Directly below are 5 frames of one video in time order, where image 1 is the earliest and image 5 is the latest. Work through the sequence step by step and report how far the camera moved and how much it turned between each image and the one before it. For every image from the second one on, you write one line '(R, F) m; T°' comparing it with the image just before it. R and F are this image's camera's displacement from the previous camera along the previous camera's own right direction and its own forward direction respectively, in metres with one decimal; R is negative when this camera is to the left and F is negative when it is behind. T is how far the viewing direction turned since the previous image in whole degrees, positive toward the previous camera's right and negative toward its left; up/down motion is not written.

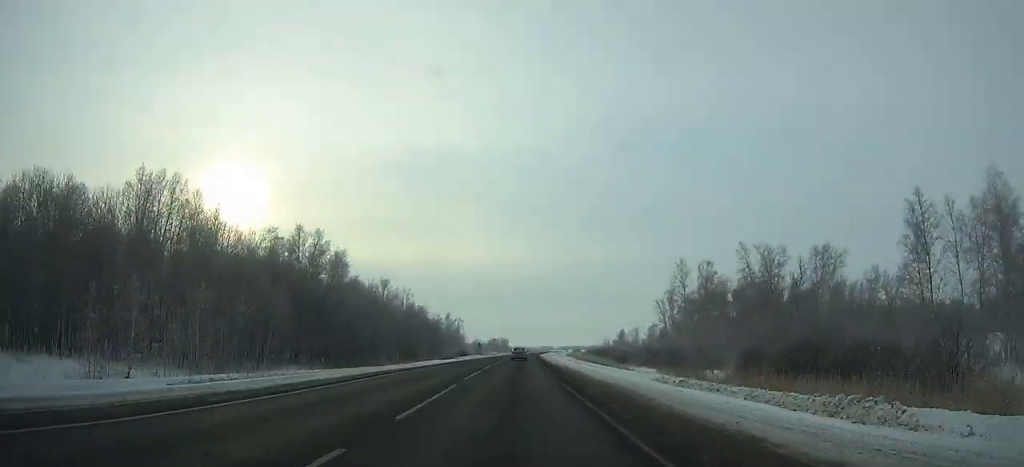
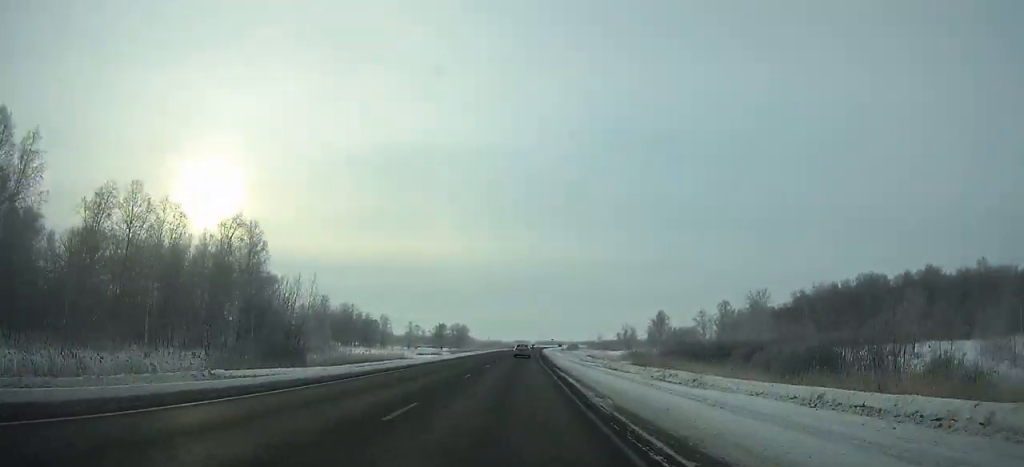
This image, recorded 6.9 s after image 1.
(+3.3, +168.4) m; +2°
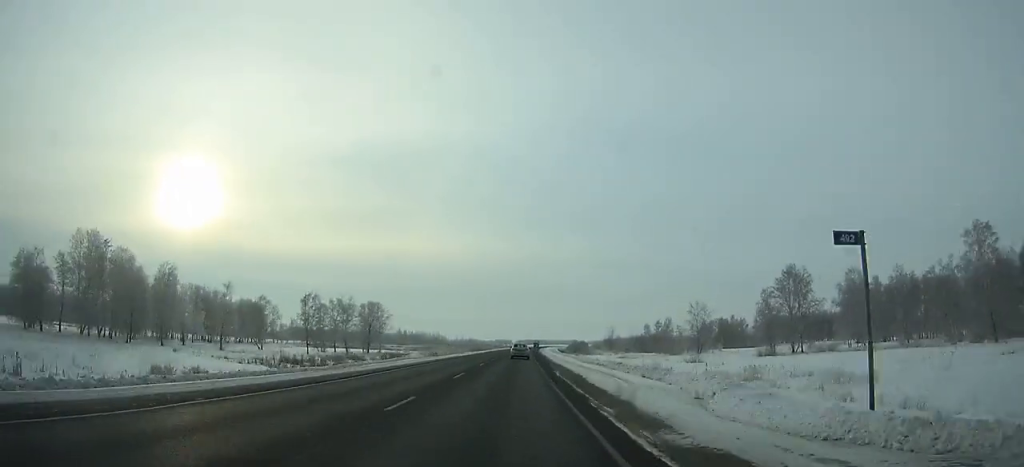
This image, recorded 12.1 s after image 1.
(+2.5, +129.5) m; +2°
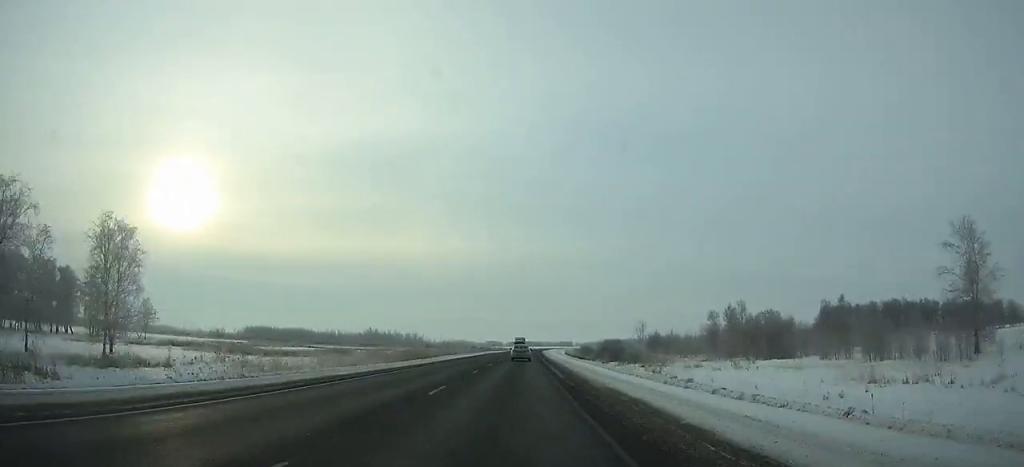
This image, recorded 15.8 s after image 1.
(+0.6, +92.1) m; +1°
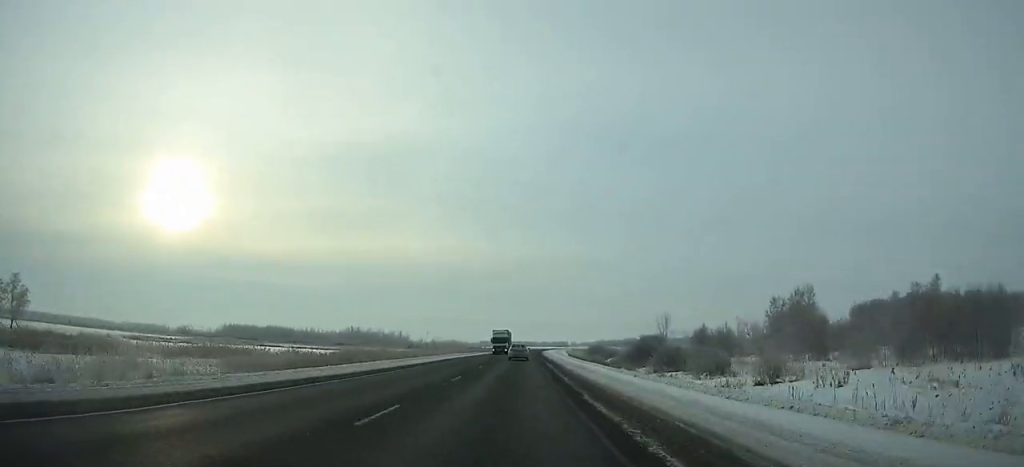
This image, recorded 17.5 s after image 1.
(+0.2, +42.1) m; 0°
